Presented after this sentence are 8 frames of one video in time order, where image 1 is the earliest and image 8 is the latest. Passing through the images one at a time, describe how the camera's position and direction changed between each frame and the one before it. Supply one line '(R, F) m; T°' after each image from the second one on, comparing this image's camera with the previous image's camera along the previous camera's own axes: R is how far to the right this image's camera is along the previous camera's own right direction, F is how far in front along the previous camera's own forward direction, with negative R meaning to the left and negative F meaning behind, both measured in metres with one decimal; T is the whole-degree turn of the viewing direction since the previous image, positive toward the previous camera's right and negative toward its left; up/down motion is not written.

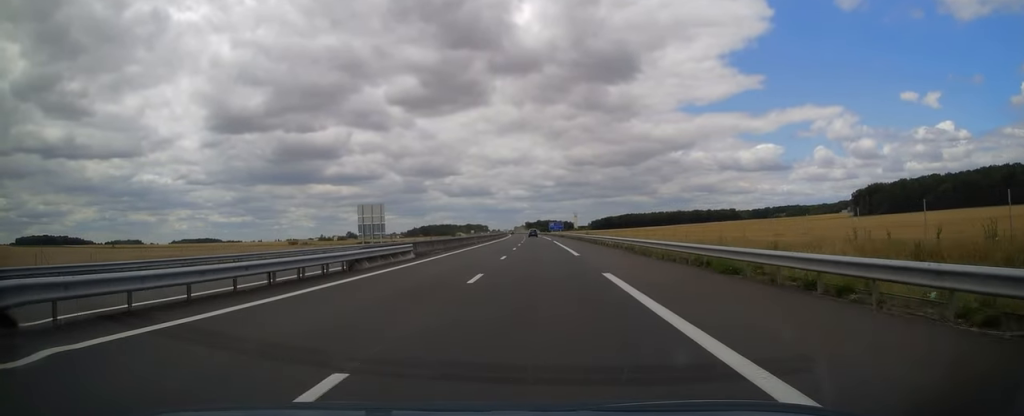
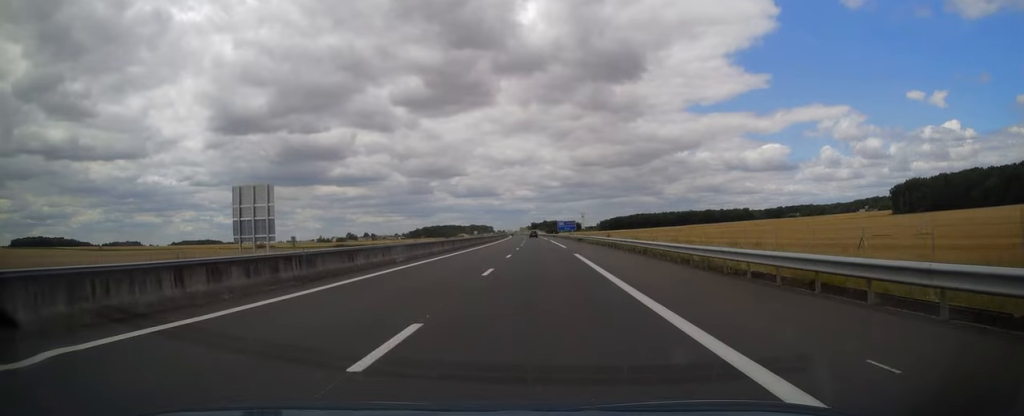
(0.0, +35.5) m; 0°
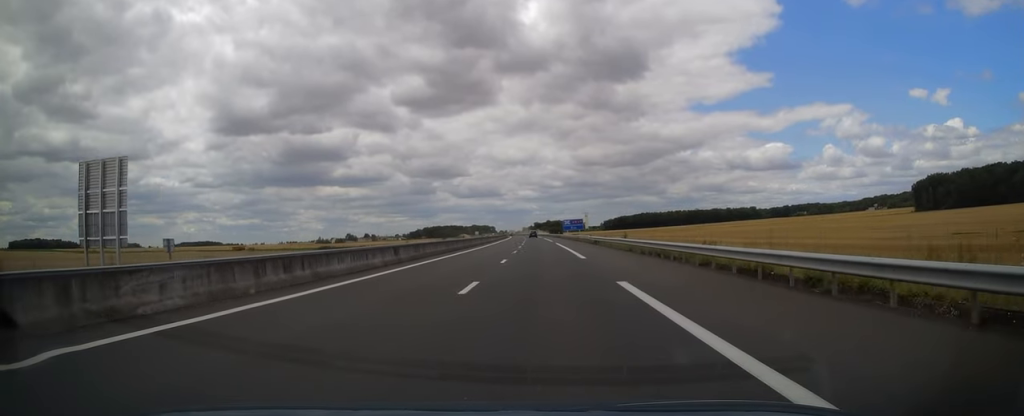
(0.0, +18.5) m; 0°
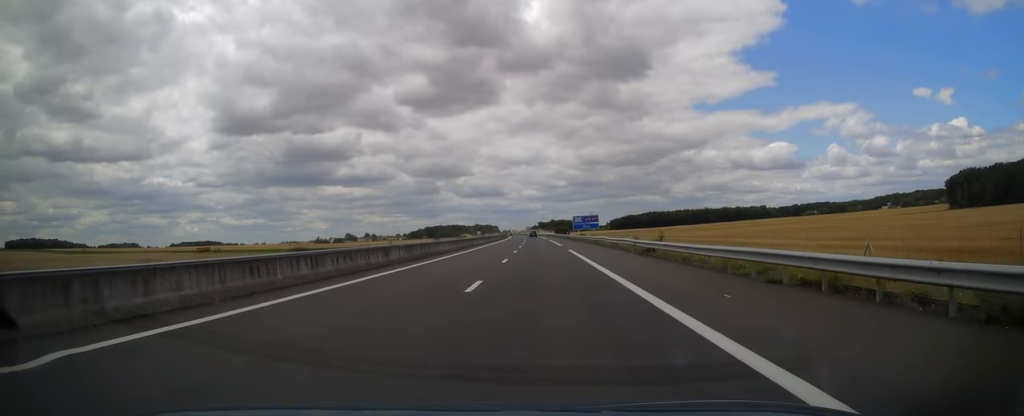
(-0.1, +25.3) m; -1°
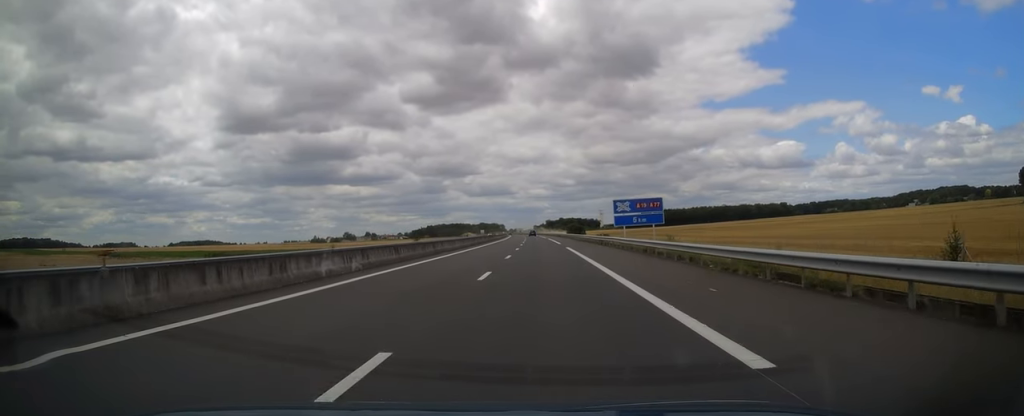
(-0.5, +48.7) m; -1°
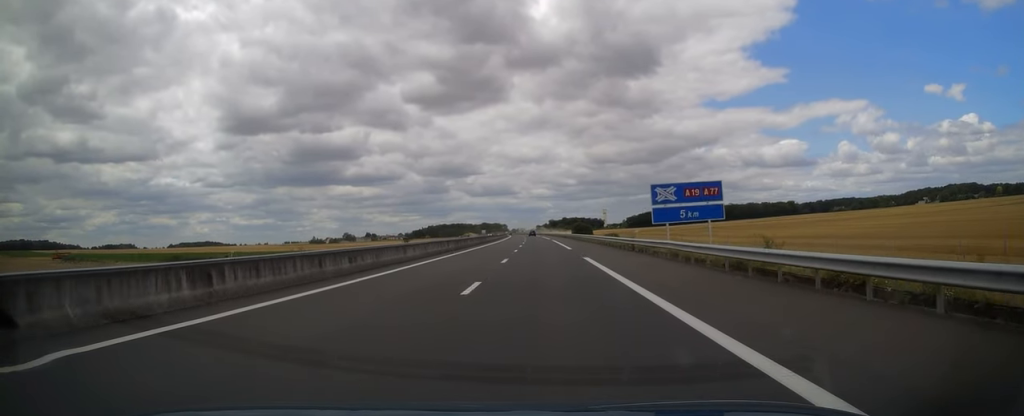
(0.0, +16.6) m; 0°
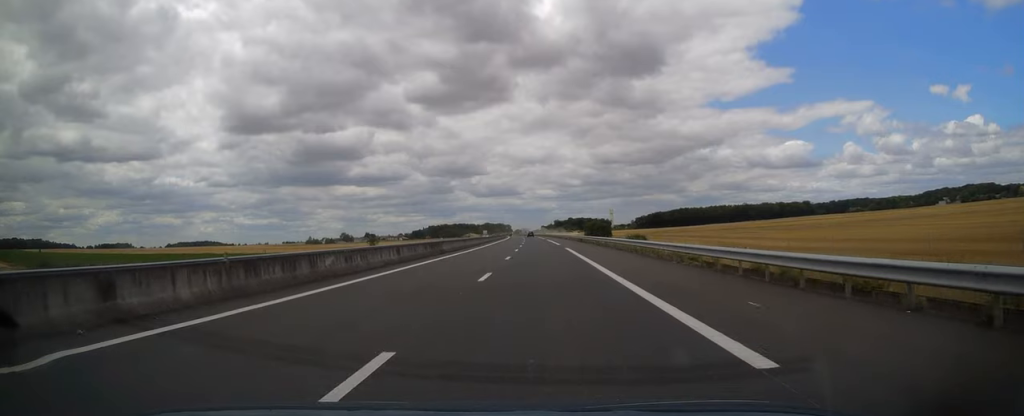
(-0.3, +35.1) m; -1°
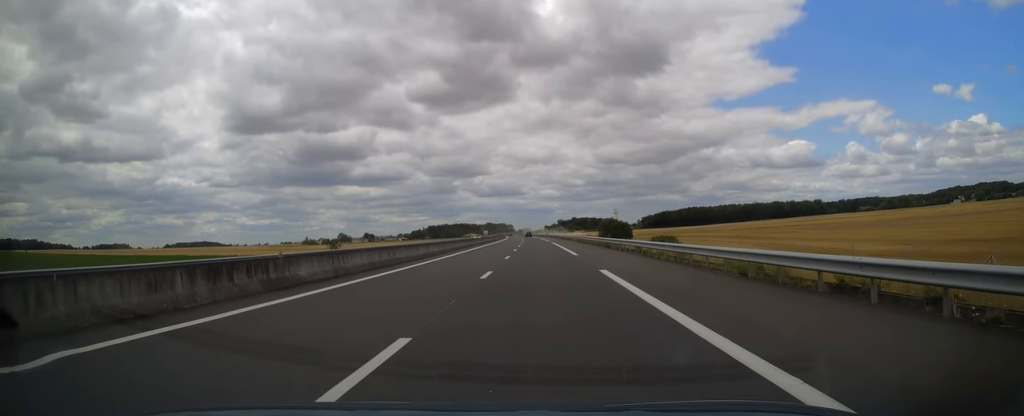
(0.0, +24.9) m; 0°
